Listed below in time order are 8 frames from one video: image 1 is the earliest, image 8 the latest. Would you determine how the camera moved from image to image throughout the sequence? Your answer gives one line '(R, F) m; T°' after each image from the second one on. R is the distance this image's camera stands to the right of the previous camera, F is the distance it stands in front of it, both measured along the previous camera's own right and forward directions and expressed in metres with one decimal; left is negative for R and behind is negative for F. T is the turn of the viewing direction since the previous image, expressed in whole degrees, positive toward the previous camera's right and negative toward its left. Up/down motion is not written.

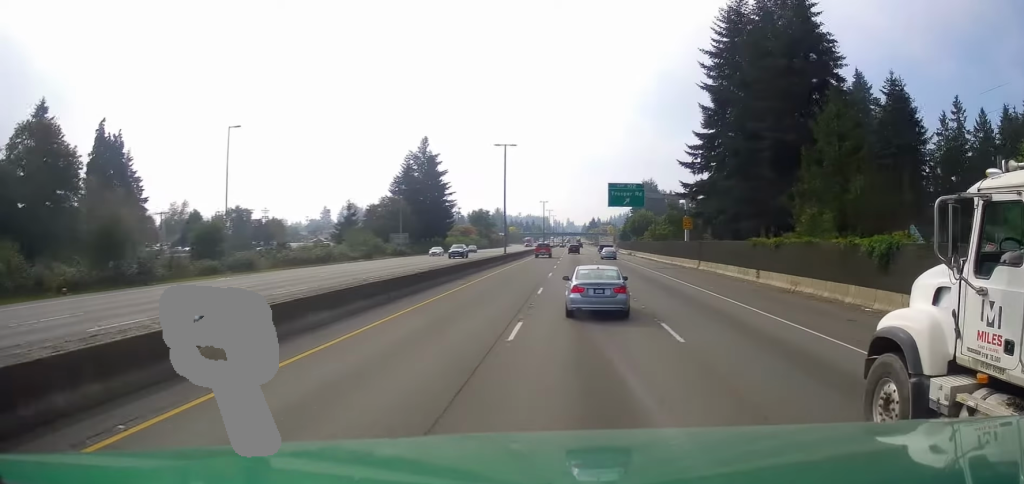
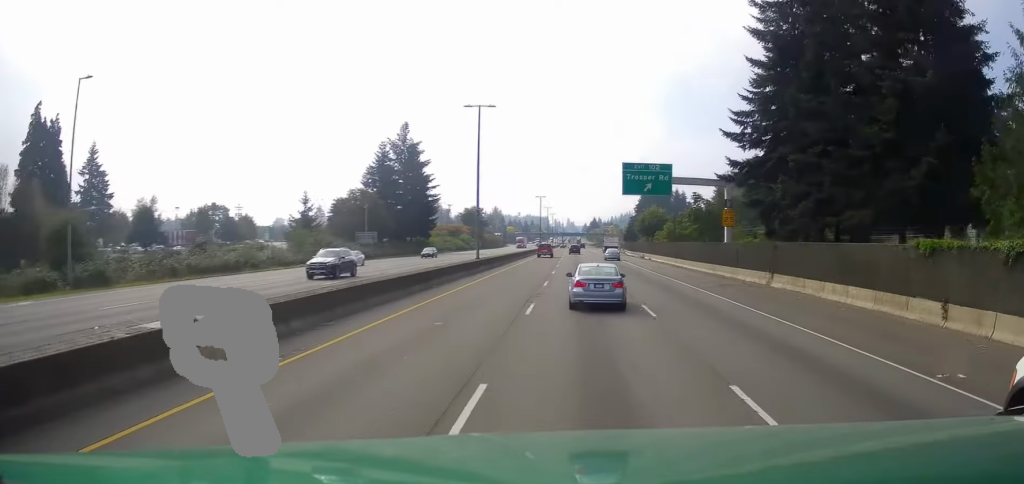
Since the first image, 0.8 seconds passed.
(-0.4, +18.7) m; -1°
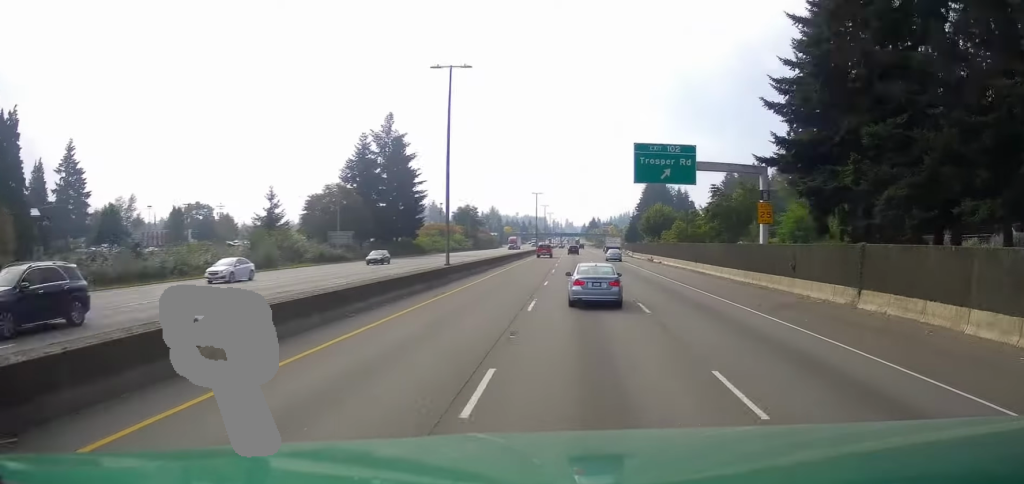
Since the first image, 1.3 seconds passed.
(0.0, +11.1) m; 0°
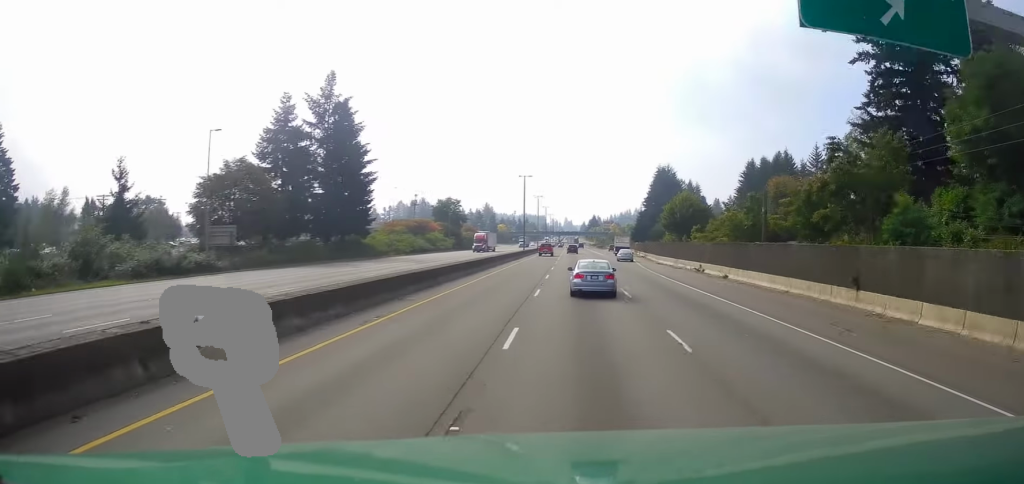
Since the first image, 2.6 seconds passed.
(+0.3, +31.9) m; 0°
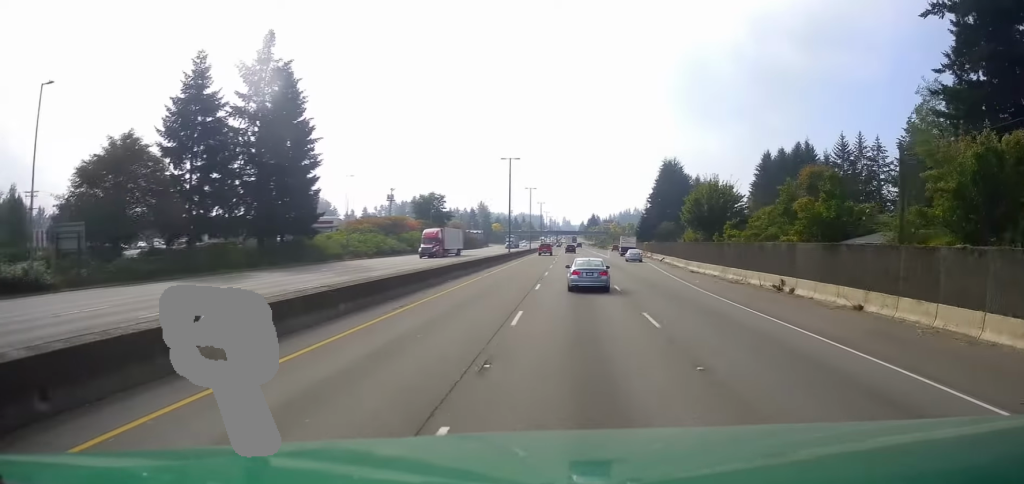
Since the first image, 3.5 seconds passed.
(-0.1, +21.7) m; 0°
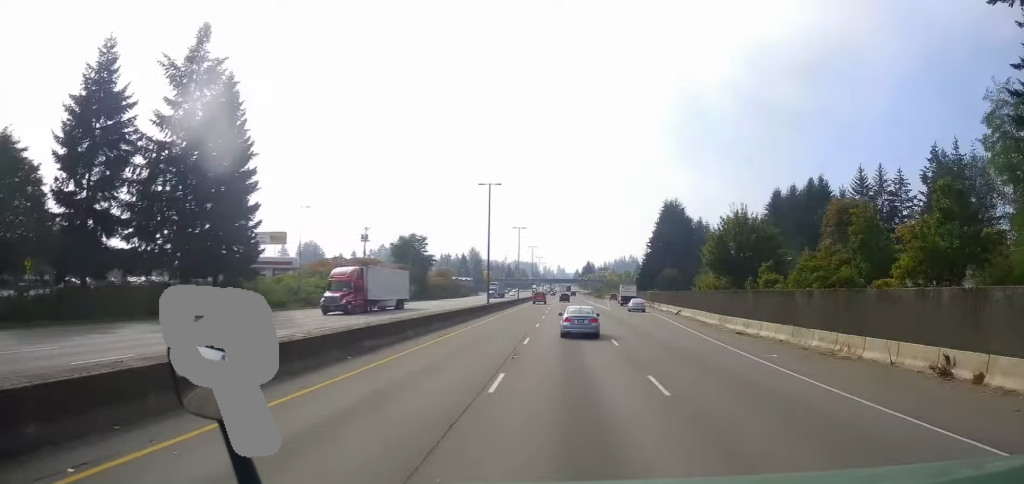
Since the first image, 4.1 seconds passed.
(-0.1, +14.6) m; 0°
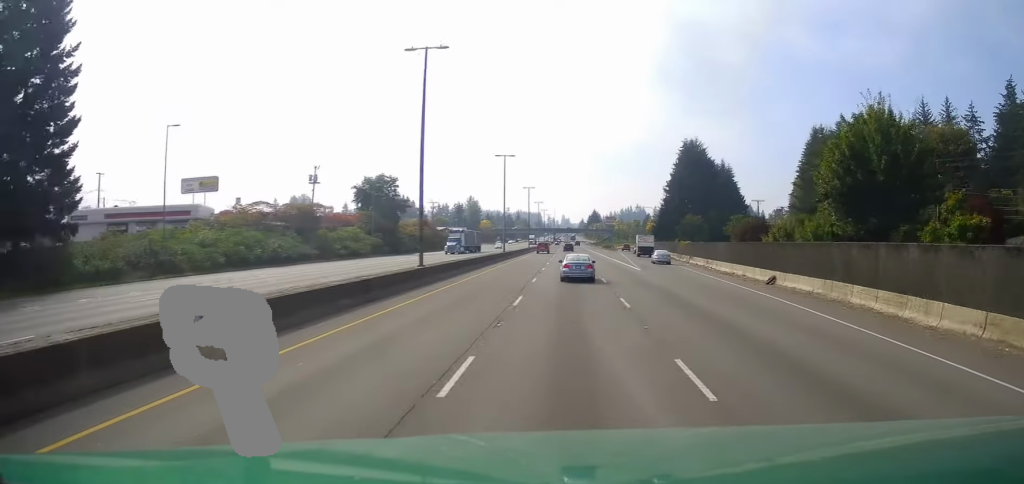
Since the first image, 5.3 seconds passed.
(-0.1, +29.4) m; 0°
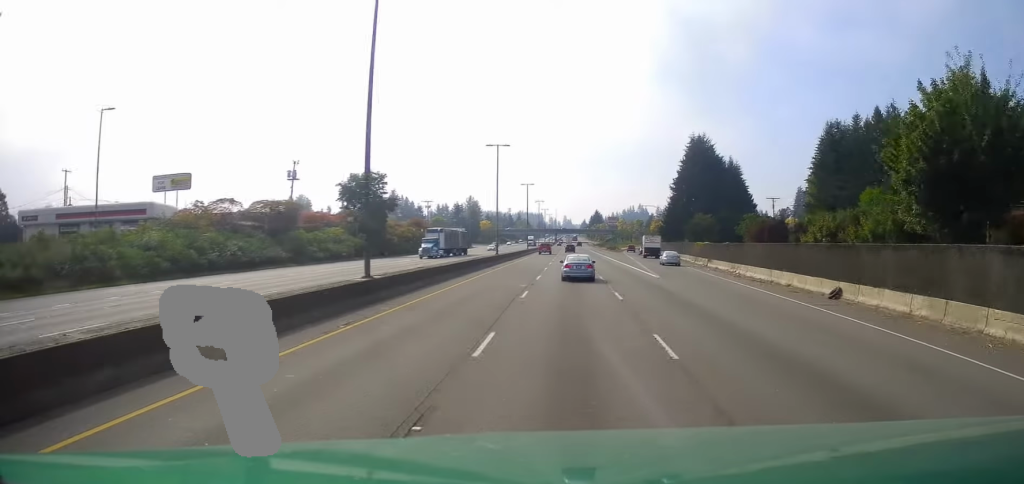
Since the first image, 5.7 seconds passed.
(-0.2, +9.8) m; 0°
